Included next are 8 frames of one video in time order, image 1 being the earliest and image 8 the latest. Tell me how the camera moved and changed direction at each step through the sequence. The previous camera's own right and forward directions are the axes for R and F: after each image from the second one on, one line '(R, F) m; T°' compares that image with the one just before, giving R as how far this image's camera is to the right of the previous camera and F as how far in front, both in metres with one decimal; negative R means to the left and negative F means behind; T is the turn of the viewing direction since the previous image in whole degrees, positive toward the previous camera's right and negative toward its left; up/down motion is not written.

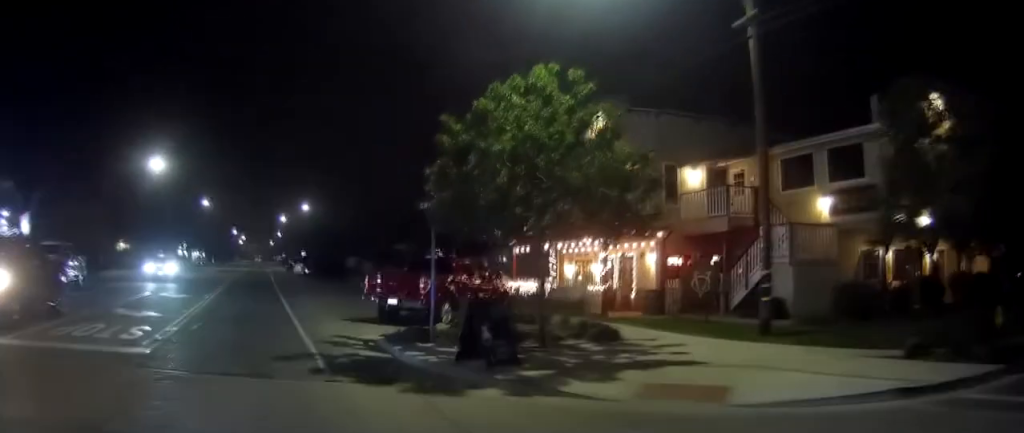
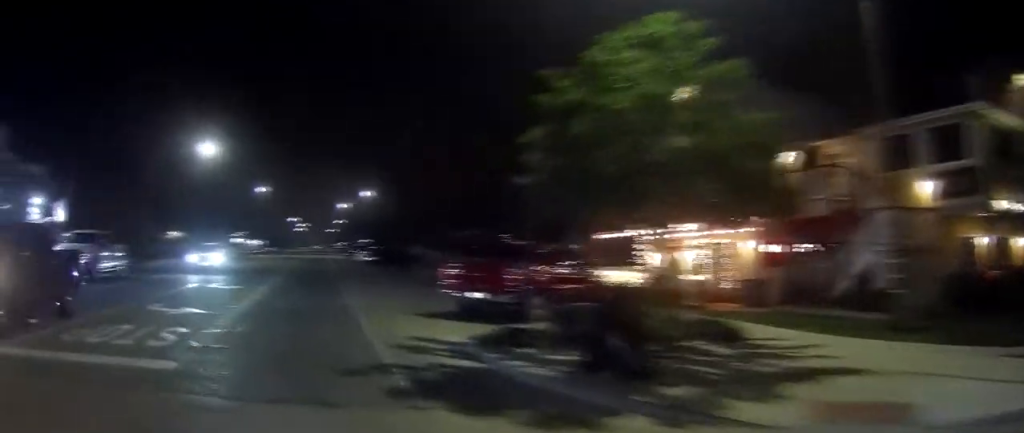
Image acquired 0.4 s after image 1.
(-0.1, +2.3) m; -1°
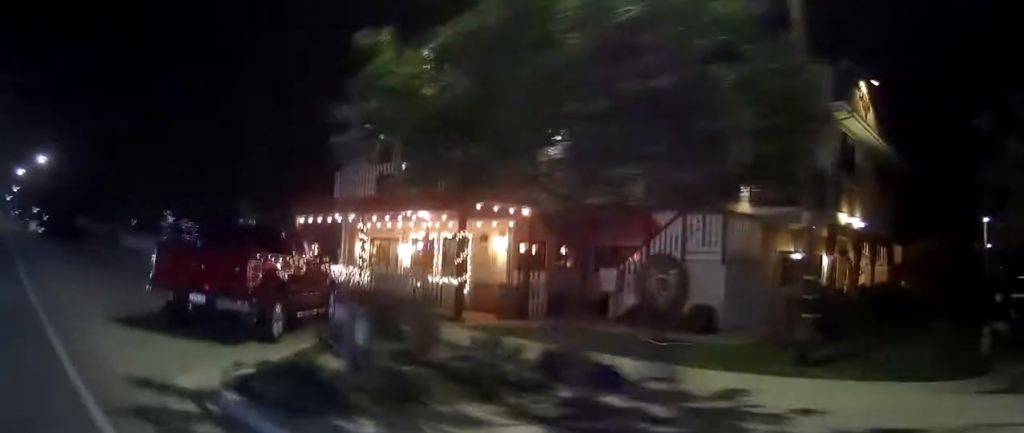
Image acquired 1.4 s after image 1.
(-0.2, +5.2) m; +1°
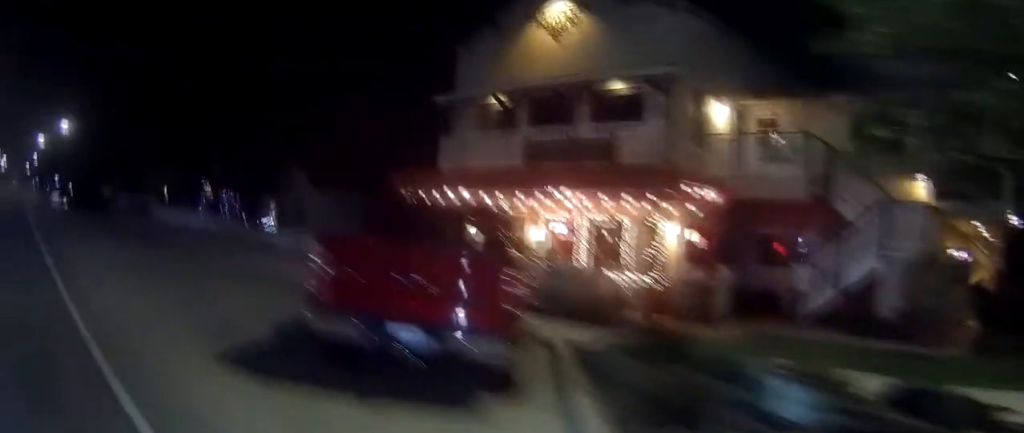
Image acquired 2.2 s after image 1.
(+0.1, +4.6) m; +6°
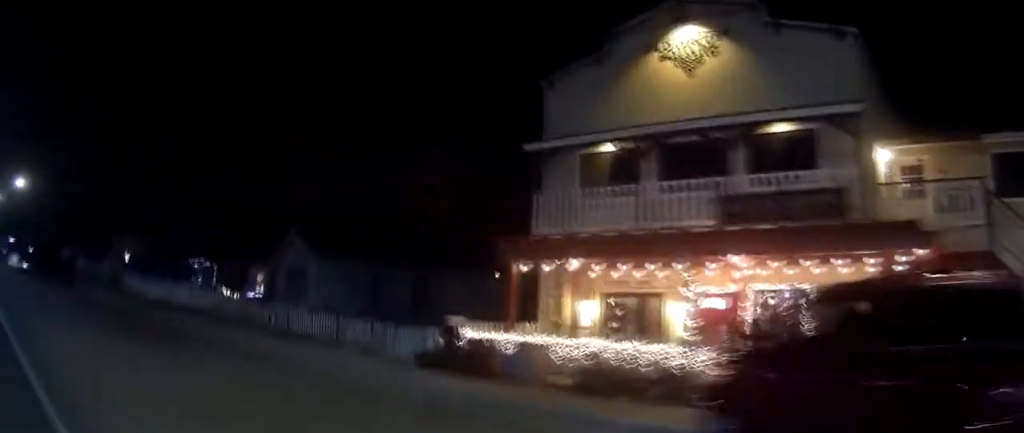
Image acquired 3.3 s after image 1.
(+0.5, +6.0) m; +4°
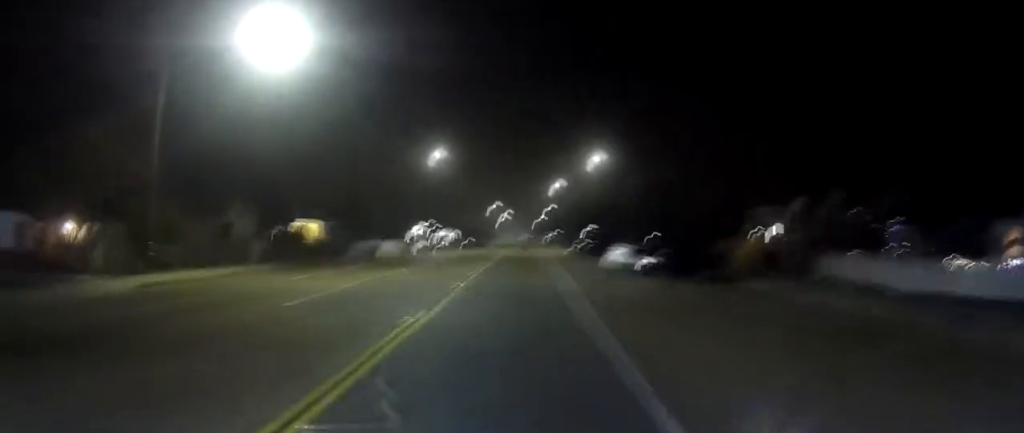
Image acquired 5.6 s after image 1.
(-1.8, +14.5) m; -14°
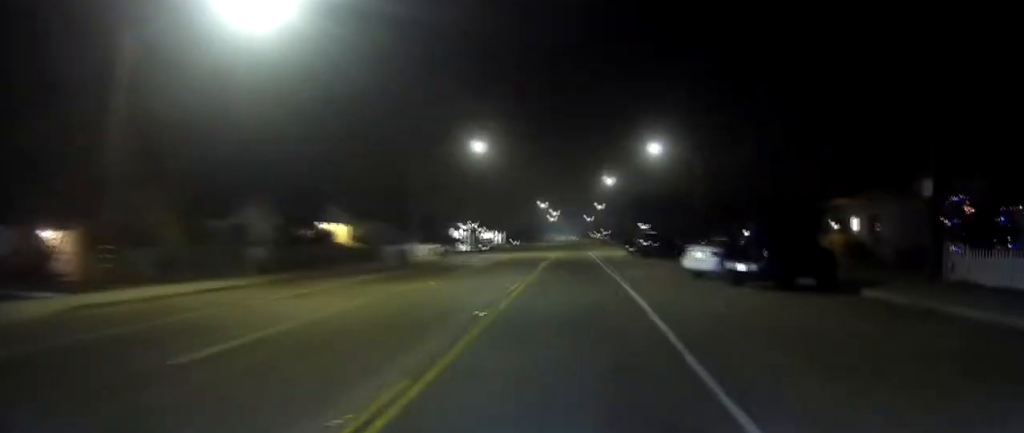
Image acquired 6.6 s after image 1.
(-0.2, +6.5) m; -3°
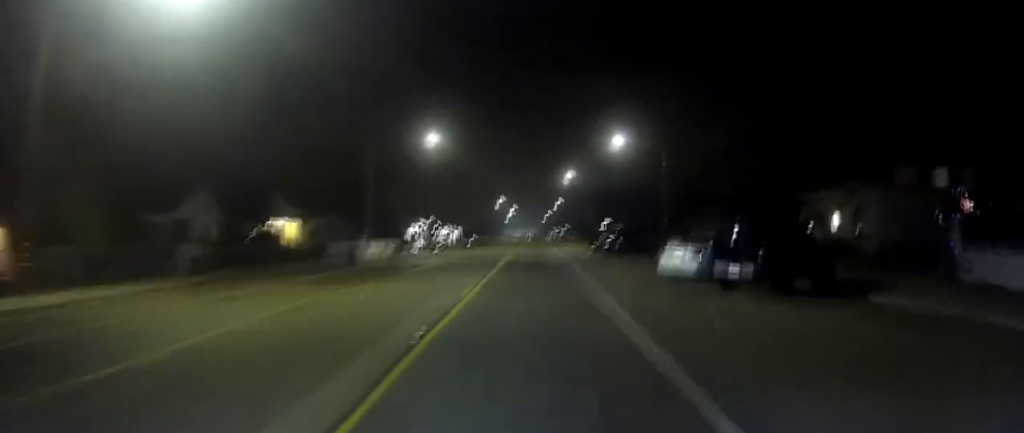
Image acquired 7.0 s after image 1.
(0.0, +2.8) m; -1°
